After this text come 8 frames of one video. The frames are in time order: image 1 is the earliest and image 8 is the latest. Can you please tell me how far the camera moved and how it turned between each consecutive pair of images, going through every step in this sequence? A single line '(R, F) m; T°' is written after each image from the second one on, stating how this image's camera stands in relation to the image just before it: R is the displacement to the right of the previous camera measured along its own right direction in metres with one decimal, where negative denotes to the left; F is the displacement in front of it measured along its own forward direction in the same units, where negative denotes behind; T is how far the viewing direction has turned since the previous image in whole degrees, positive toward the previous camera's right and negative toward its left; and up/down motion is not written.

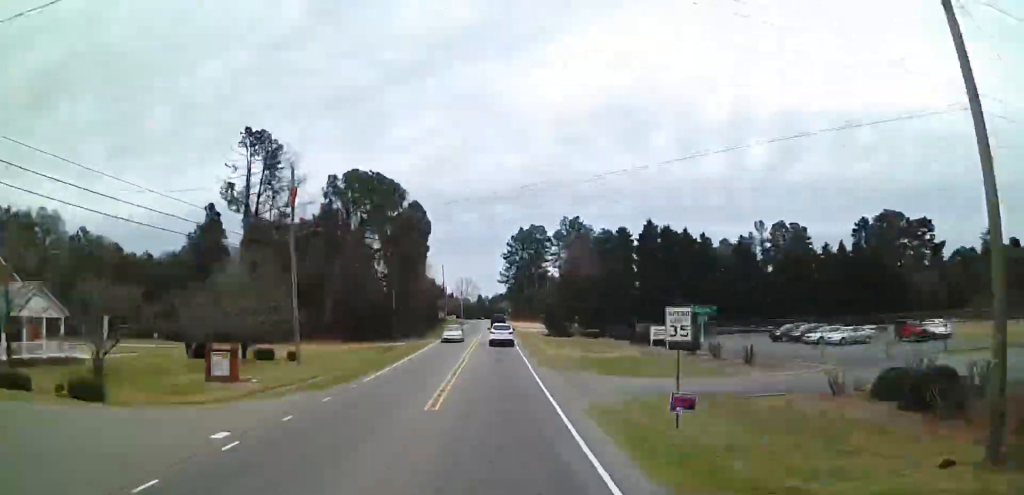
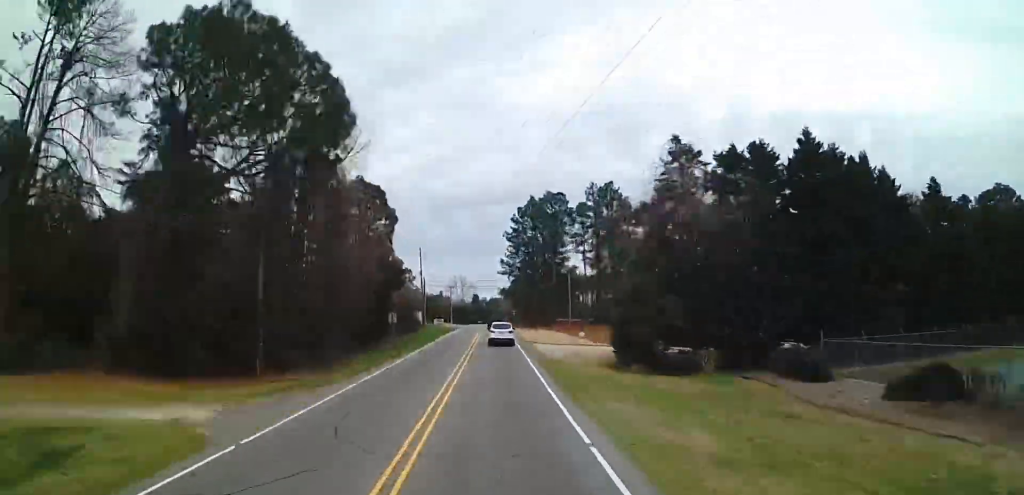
(-0.4, +36.4) m; -1°
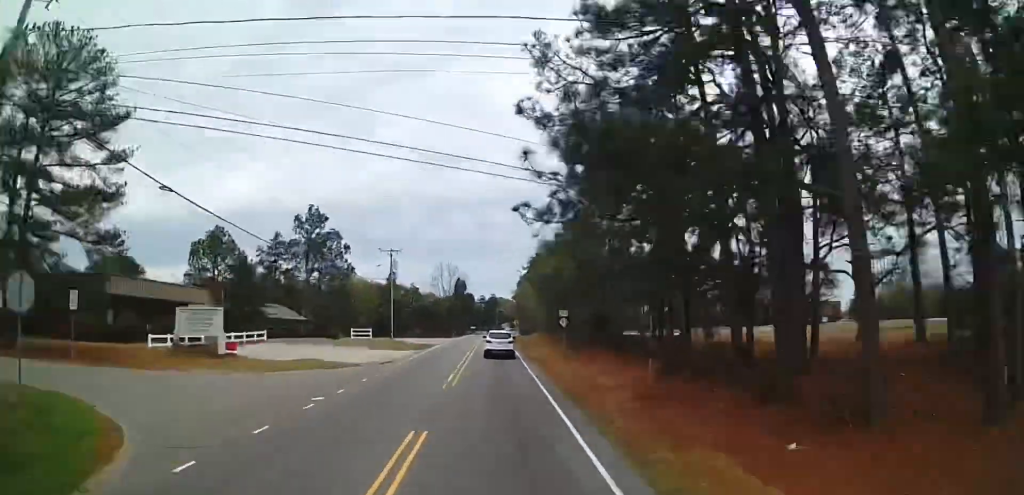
(-0.7, +78.1) m; 0°
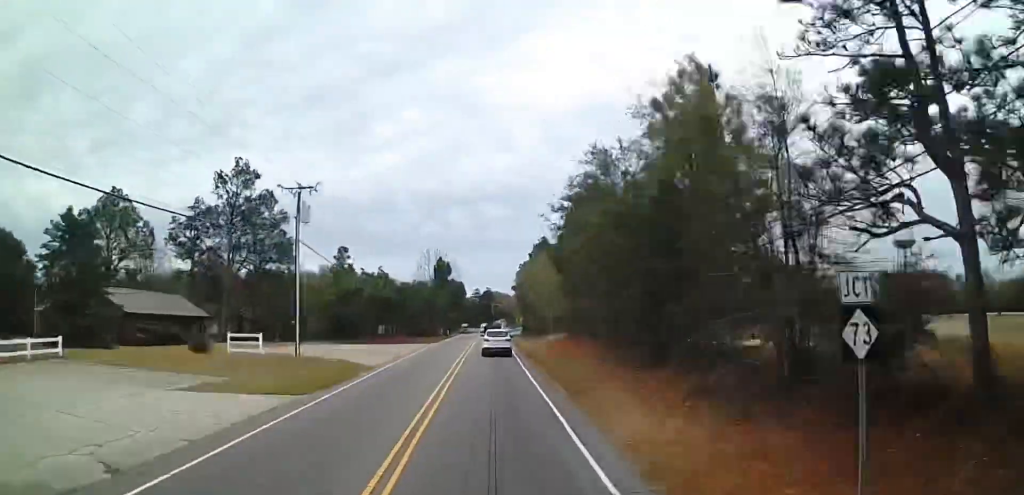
(+0.2, +28.3) m; 0°
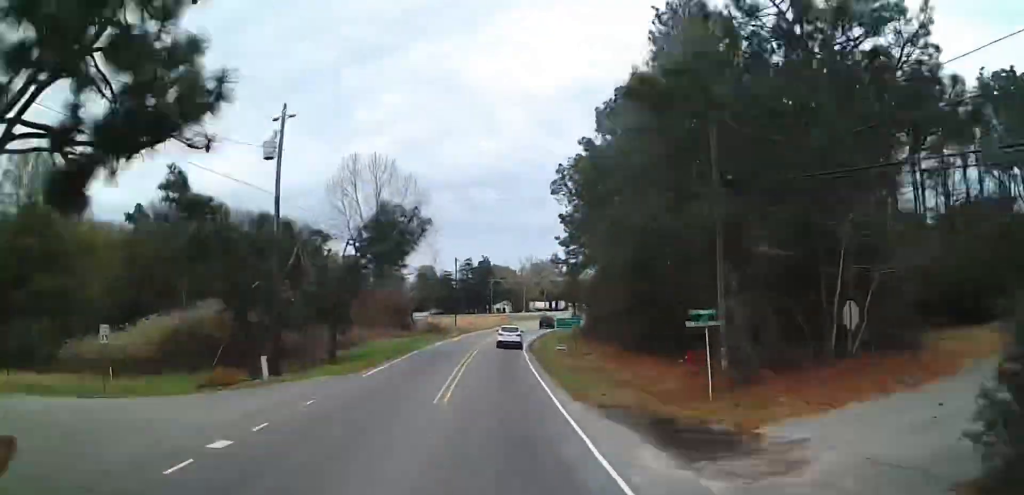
(+0.9, +97.3) m; +3°
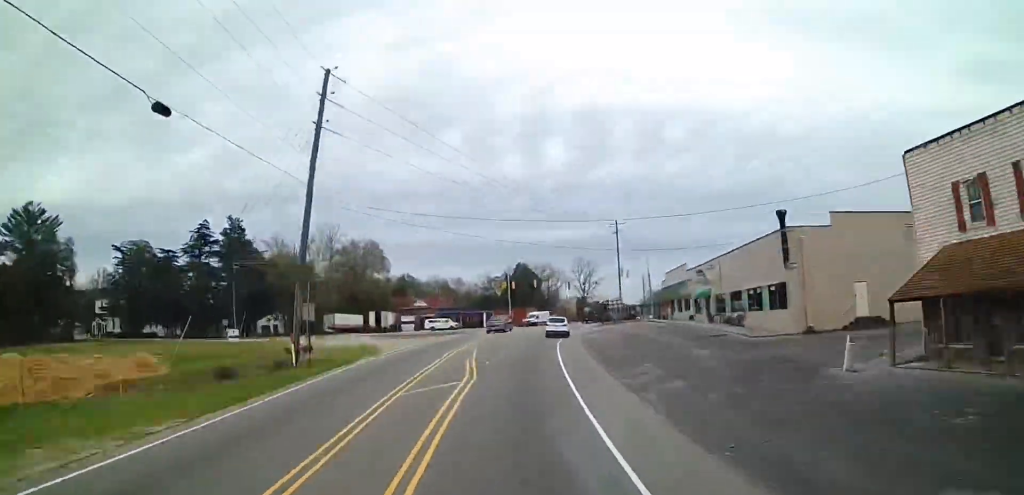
(+13.9, +109.7) m; +17°
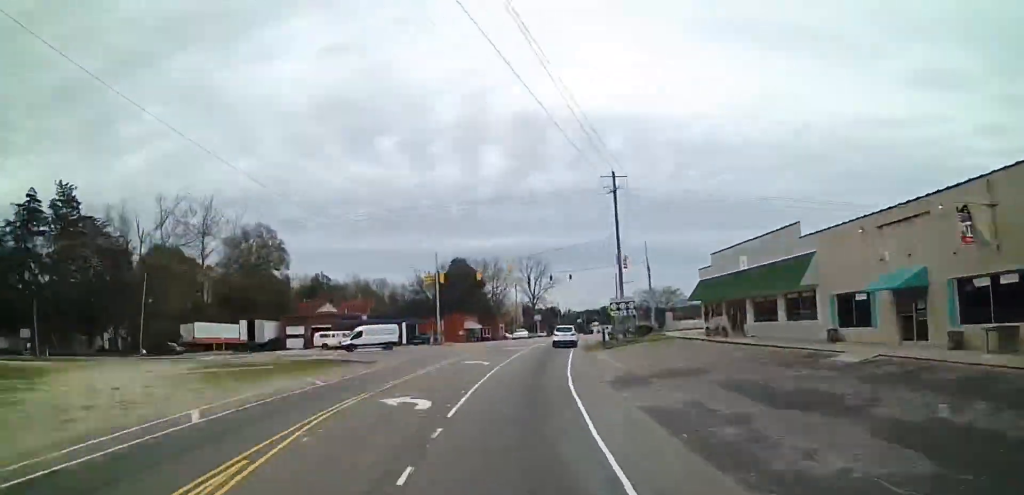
(+2.4, +31.7) m; +5°
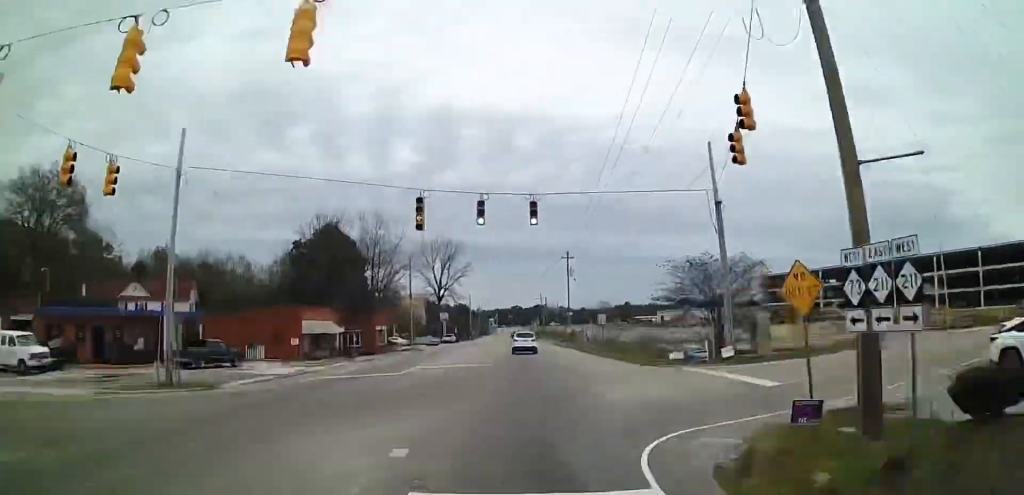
(+1.4, +40.5) m; +6°
